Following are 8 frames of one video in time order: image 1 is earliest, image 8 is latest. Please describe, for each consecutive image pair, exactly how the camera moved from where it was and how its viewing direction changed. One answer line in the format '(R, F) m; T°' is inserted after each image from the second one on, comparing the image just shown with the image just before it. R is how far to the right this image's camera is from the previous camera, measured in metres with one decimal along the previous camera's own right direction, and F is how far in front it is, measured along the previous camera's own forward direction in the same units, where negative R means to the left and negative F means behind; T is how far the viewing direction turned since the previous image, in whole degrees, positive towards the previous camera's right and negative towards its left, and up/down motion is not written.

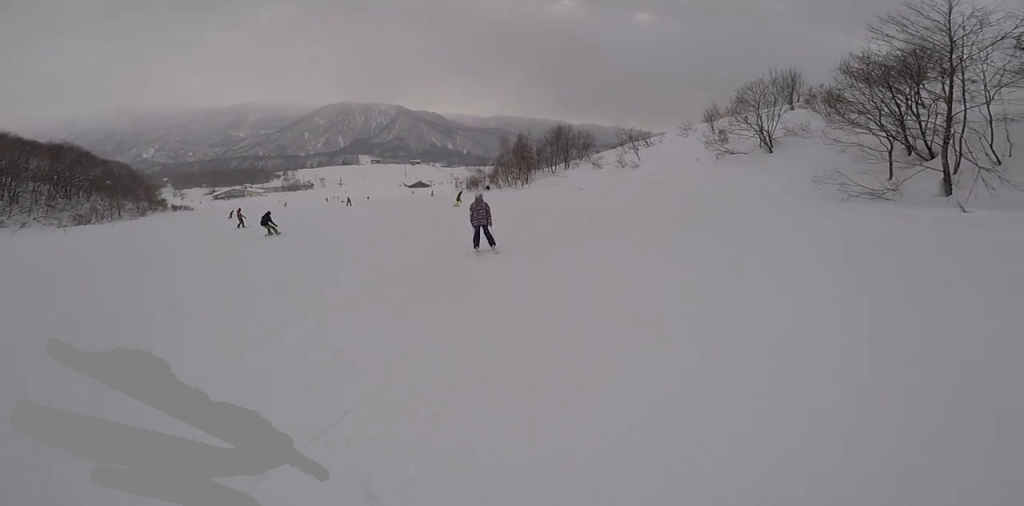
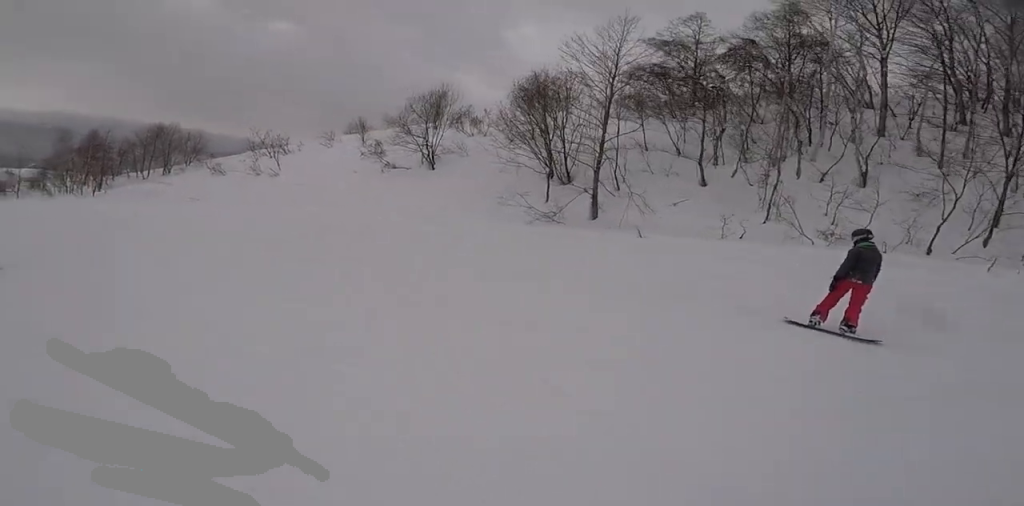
(+1.5, +4.2) m; +13°
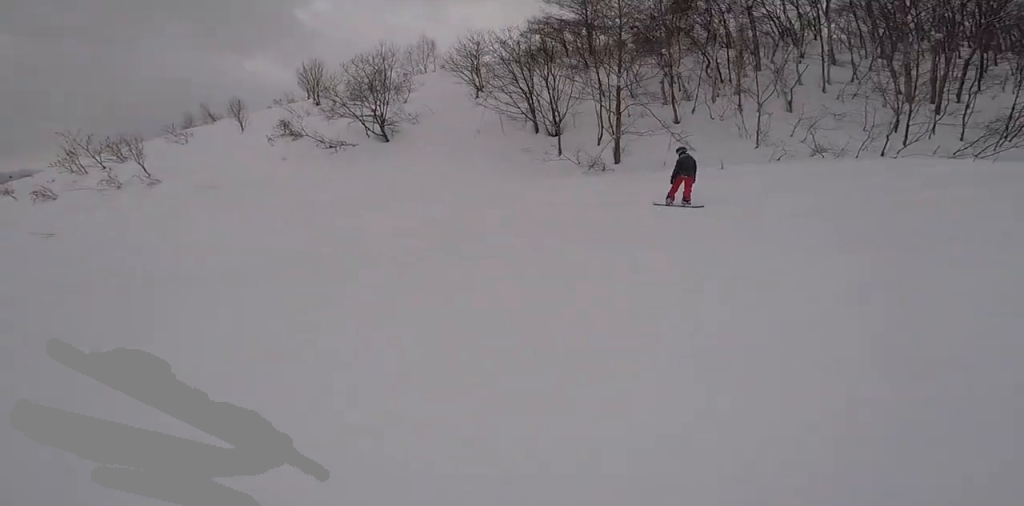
(-0.1, +8.0) m; 0°
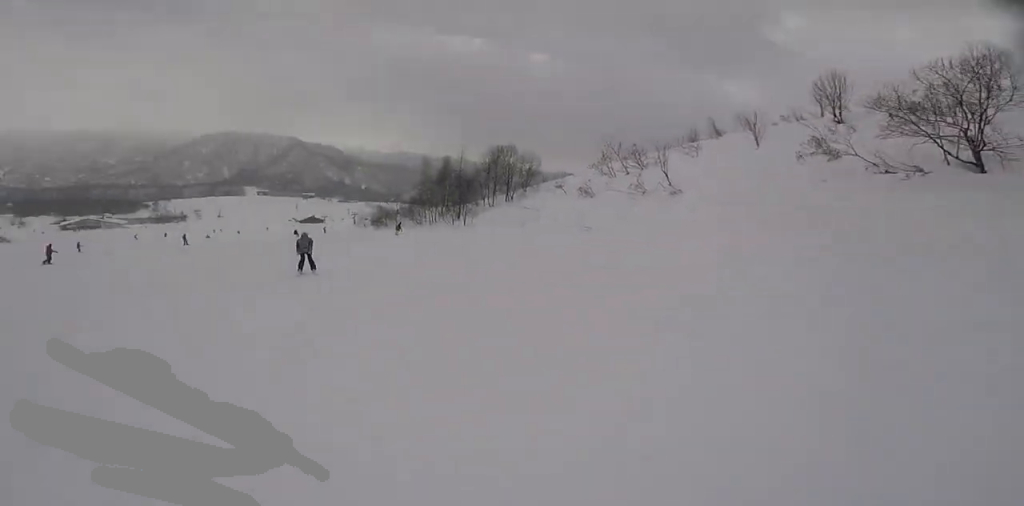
(-0.2, +4.7) m; -13°
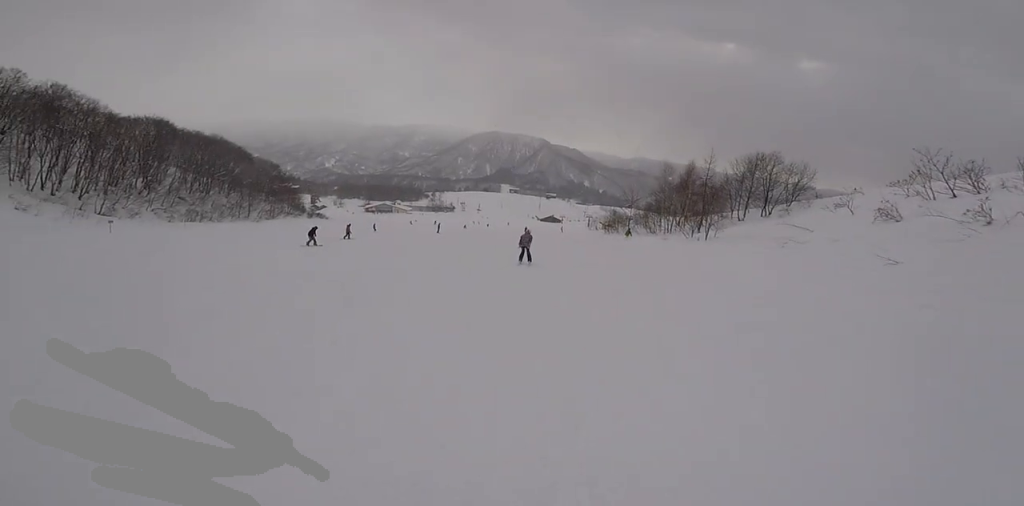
(-0.3, +3.6) m; -11°
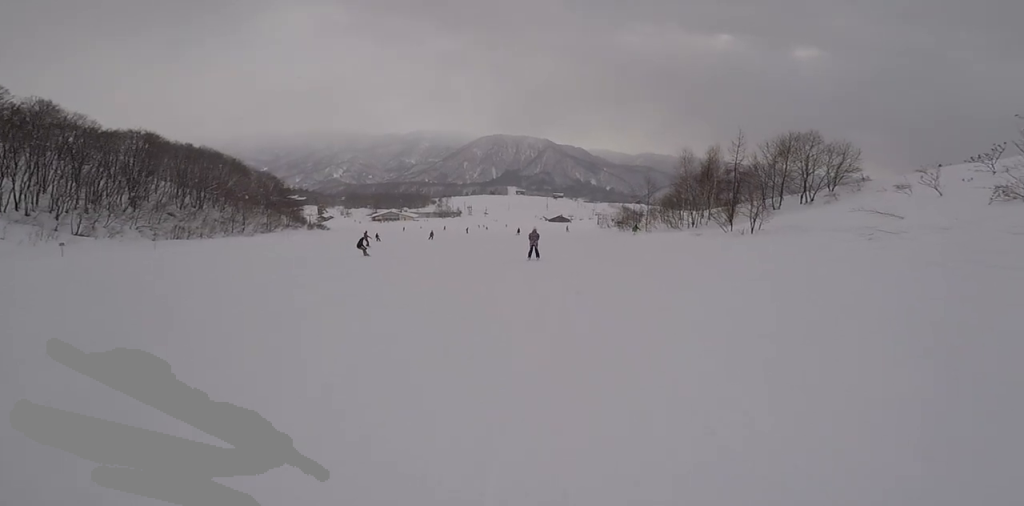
(-0.5, +7.9) m; +8°
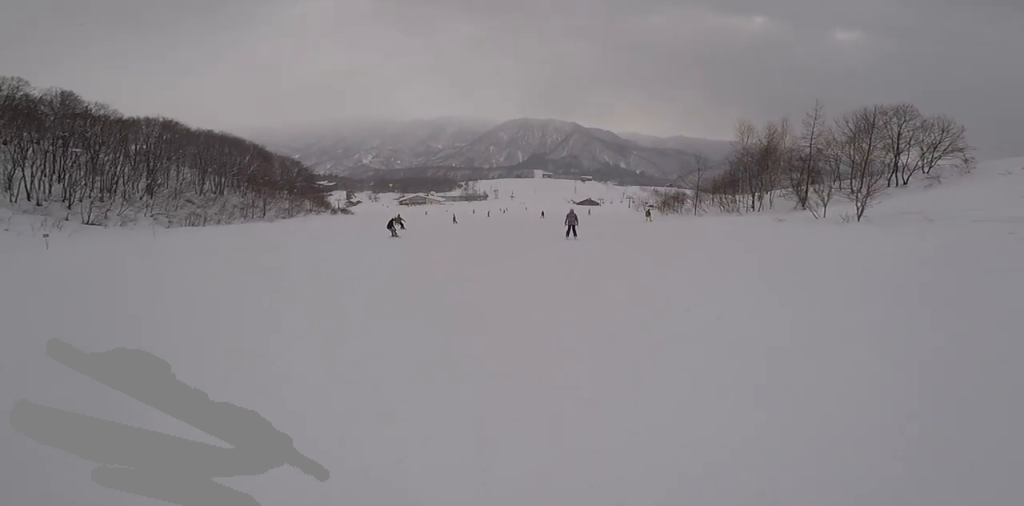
(+0.9, +6.3) m; +7°
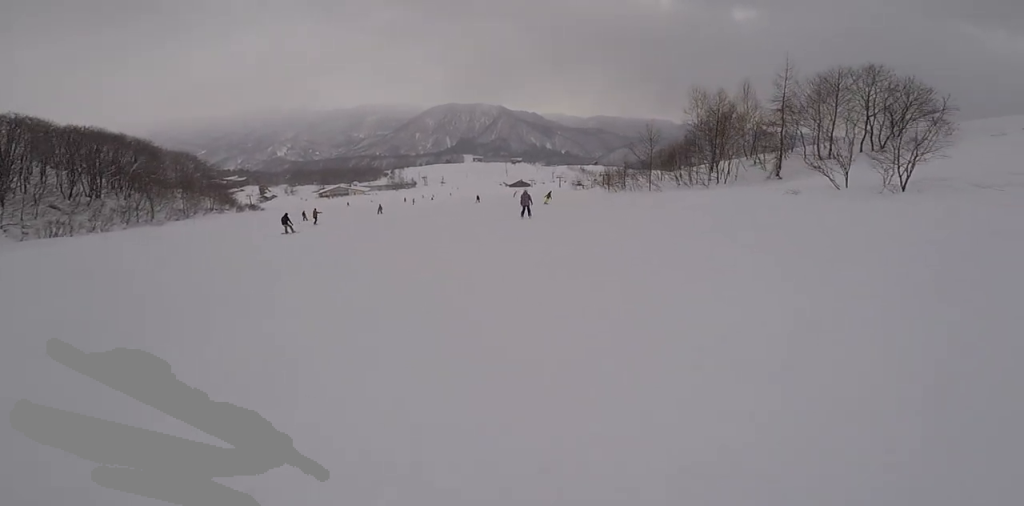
(-0.2, +7.0) m; -9°
